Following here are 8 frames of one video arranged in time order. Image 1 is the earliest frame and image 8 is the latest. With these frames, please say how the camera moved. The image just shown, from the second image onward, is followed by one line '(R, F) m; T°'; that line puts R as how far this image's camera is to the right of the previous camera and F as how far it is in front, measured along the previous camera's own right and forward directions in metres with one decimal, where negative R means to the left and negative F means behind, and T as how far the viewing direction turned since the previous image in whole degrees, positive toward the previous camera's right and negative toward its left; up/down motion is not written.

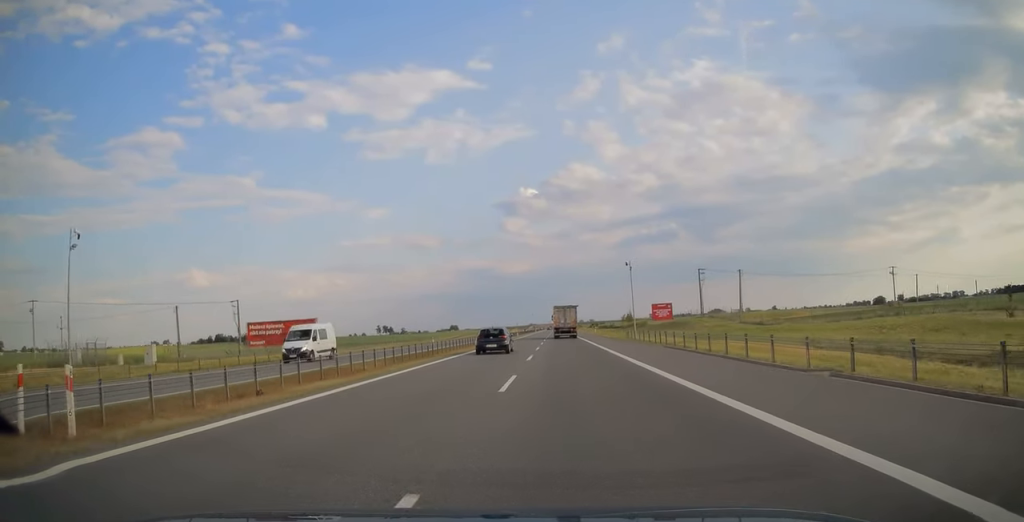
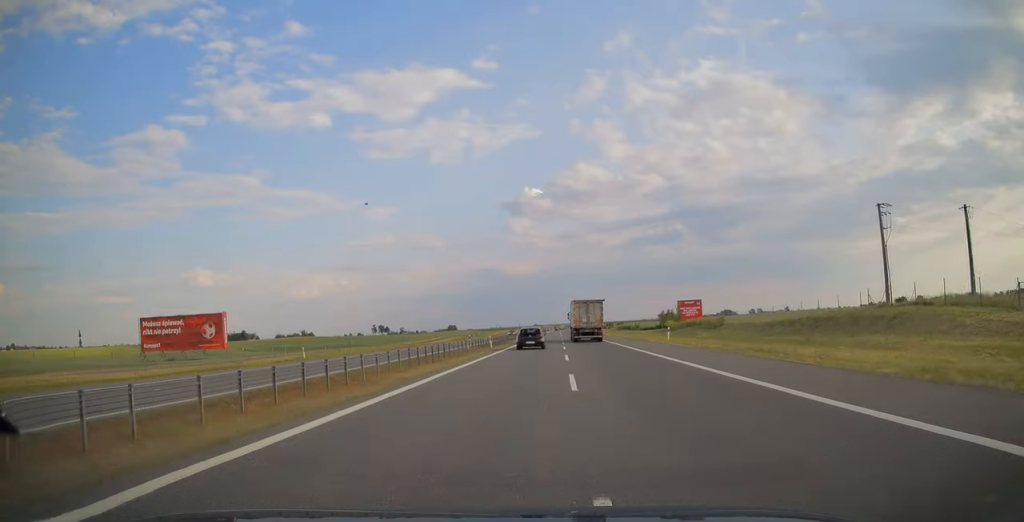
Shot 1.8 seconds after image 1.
(-0.3, +60.7) m; 0°
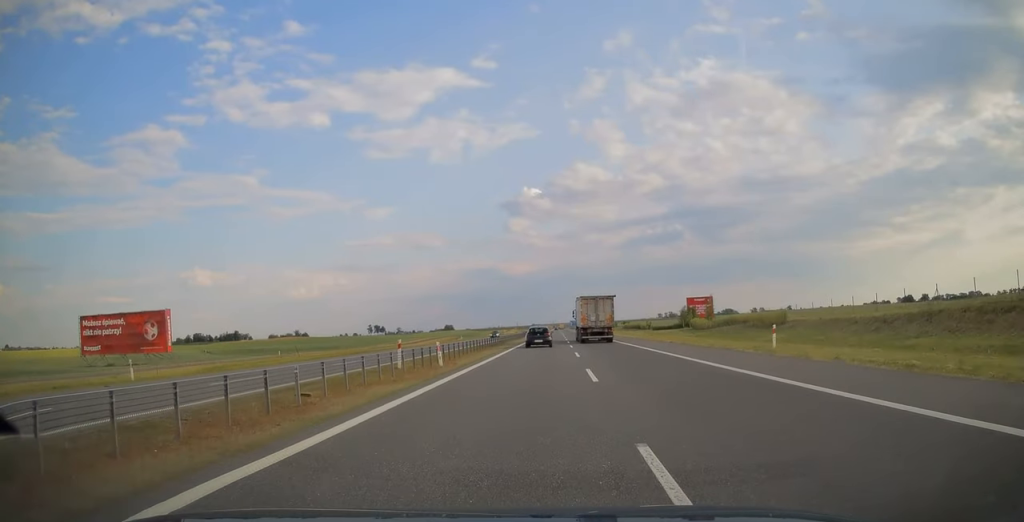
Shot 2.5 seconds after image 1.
(0.0, +22.3) m; 0°
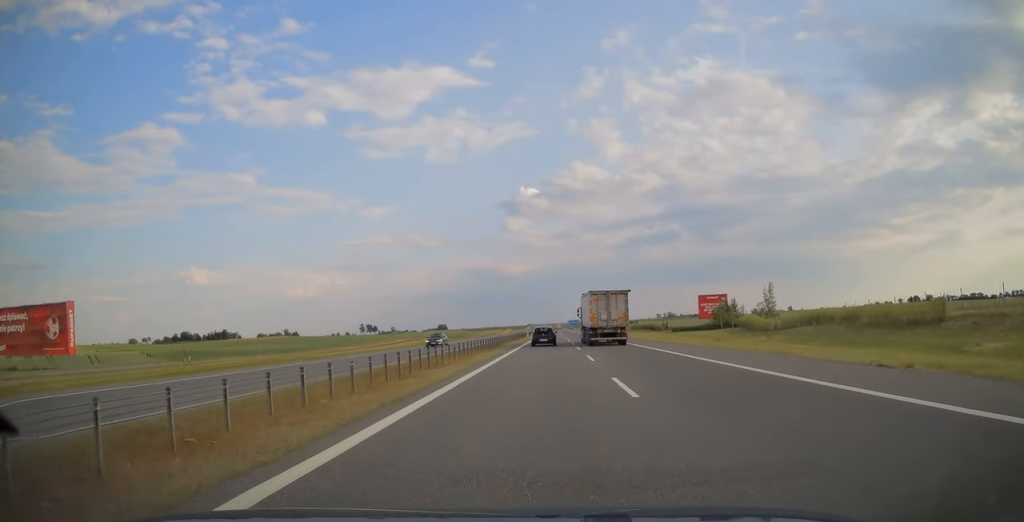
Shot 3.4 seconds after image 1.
(0.0, +27.8) m; 0°
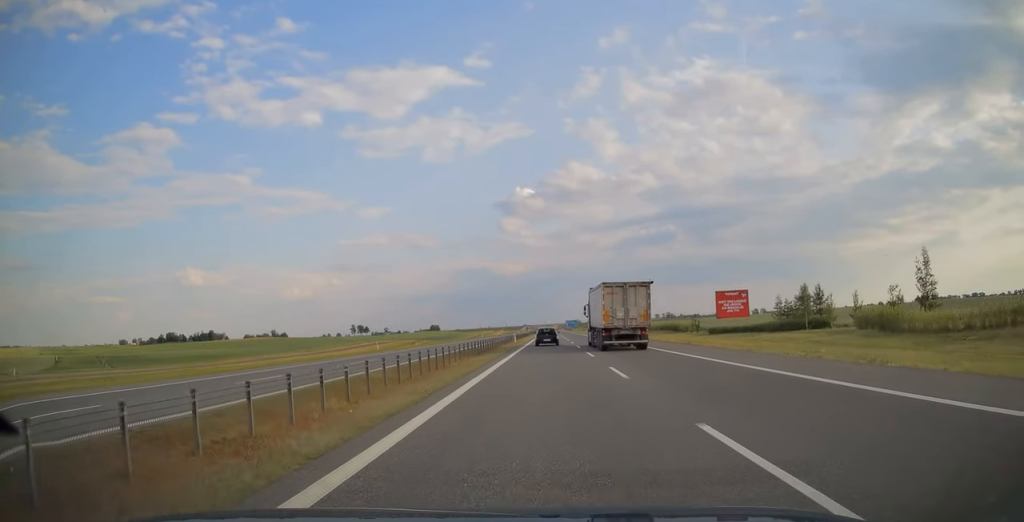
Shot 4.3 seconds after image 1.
(0.0, +31.6) m; 0°
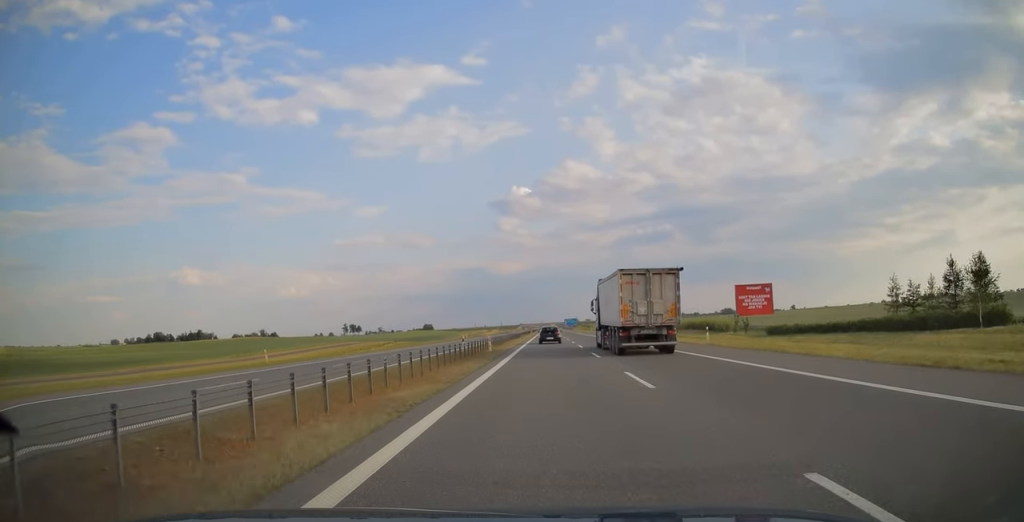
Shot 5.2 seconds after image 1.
(+0.1, +27.2) m; 0°
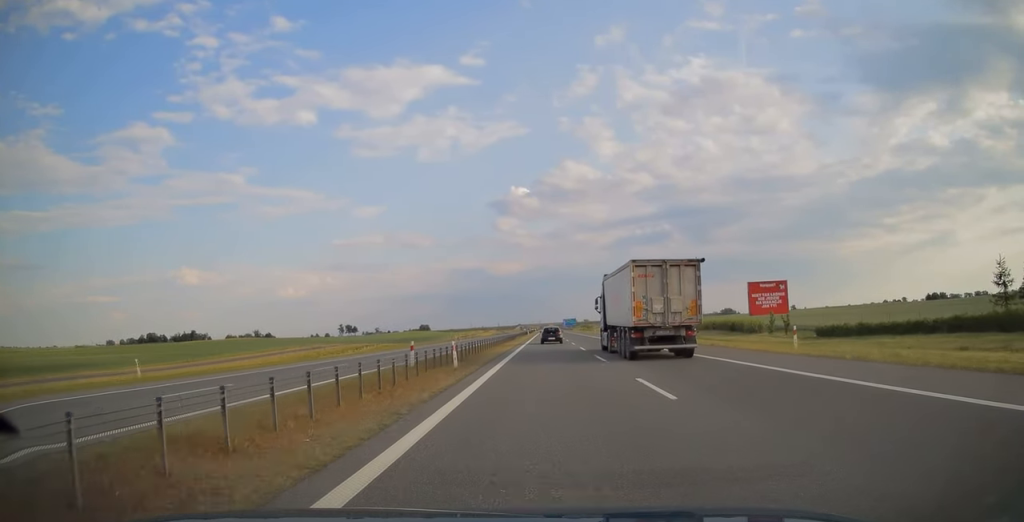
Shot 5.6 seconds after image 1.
(+0.1, +14.2) m; 0°
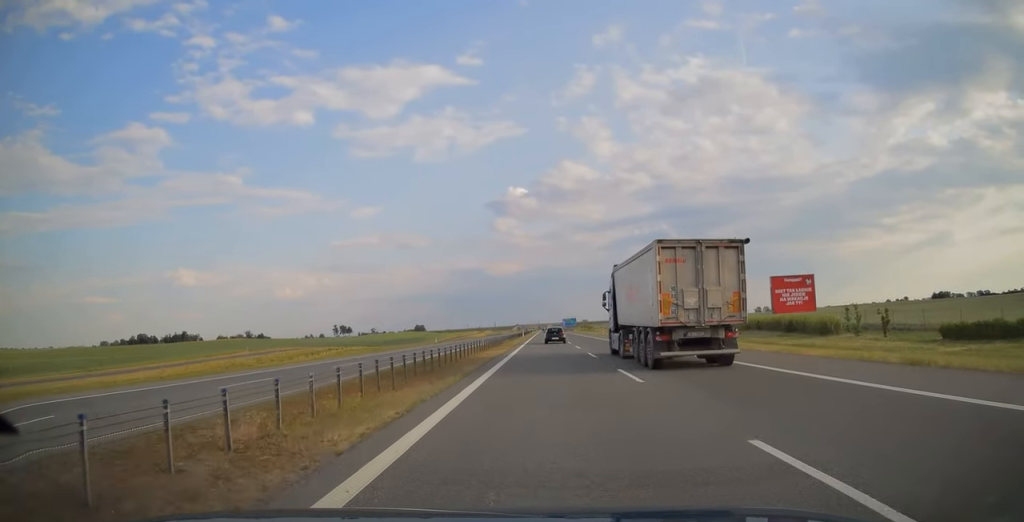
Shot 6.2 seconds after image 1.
(0.0, +20.7) m; 0°
